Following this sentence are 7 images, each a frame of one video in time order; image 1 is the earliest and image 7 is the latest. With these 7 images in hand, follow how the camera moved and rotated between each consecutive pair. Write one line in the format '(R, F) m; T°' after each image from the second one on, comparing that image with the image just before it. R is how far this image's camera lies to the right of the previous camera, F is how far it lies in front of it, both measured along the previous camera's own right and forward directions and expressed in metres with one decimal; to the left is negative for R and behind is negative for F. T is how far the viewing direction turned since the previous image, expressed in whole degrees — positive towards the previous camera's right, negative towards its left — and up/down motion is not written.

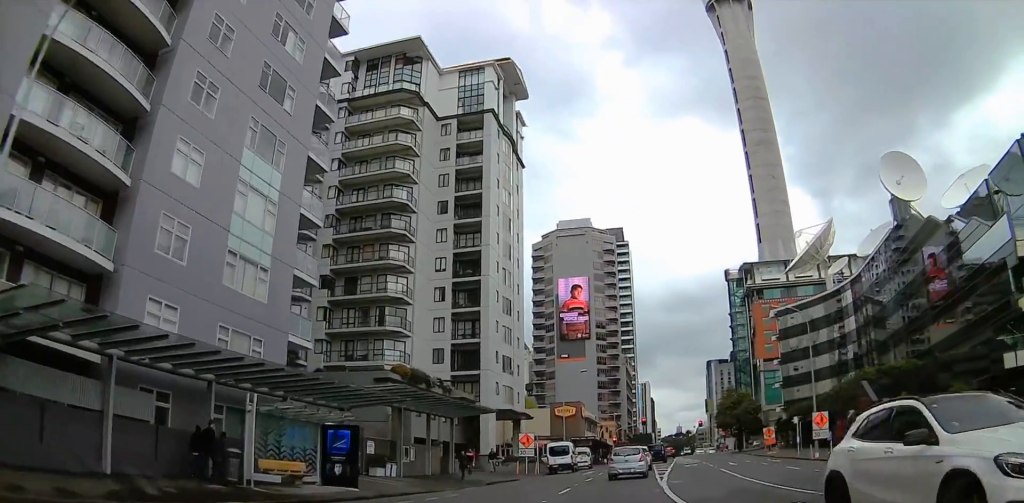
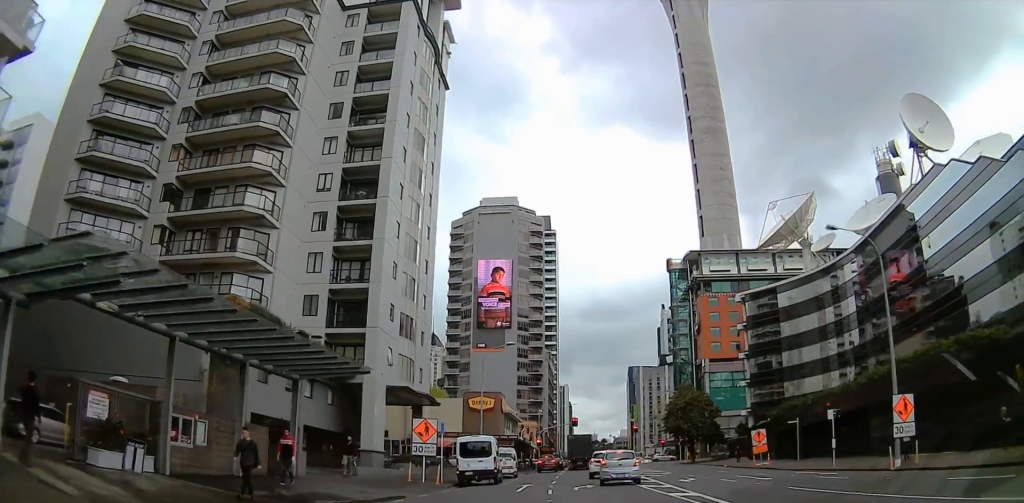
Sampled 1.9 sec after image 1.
(+3.6, +19.0) m; +14°
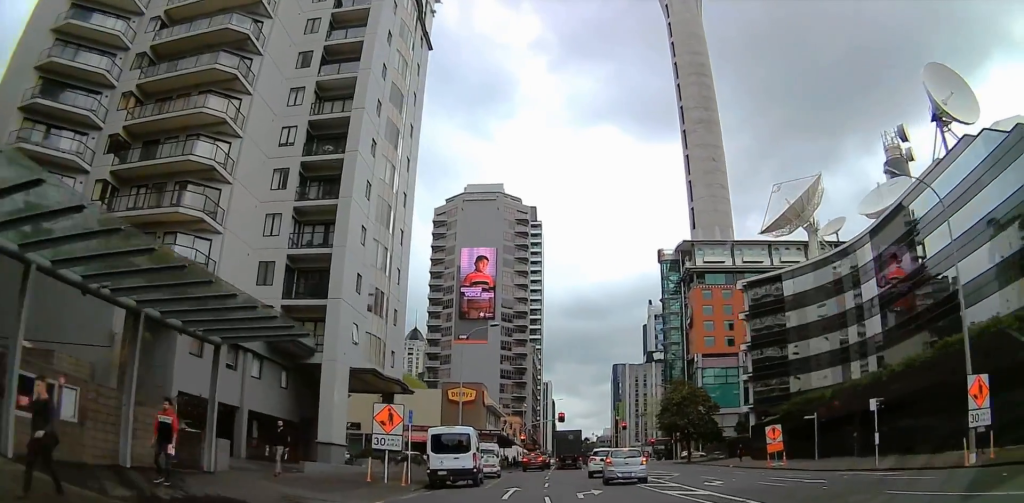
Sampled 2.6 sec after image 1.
(0.0, +7.0) m; 0°
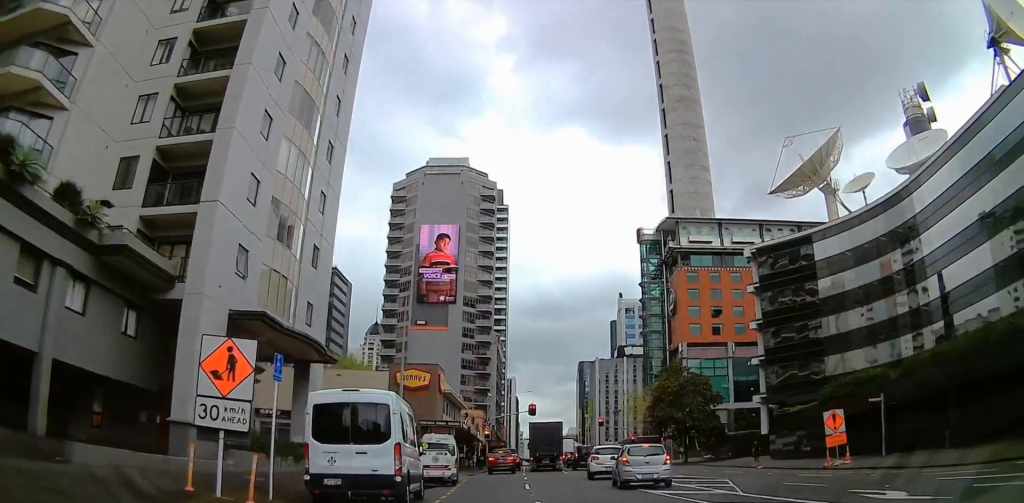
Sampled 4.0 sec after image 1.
(-0.2, +15.2) m; 0°
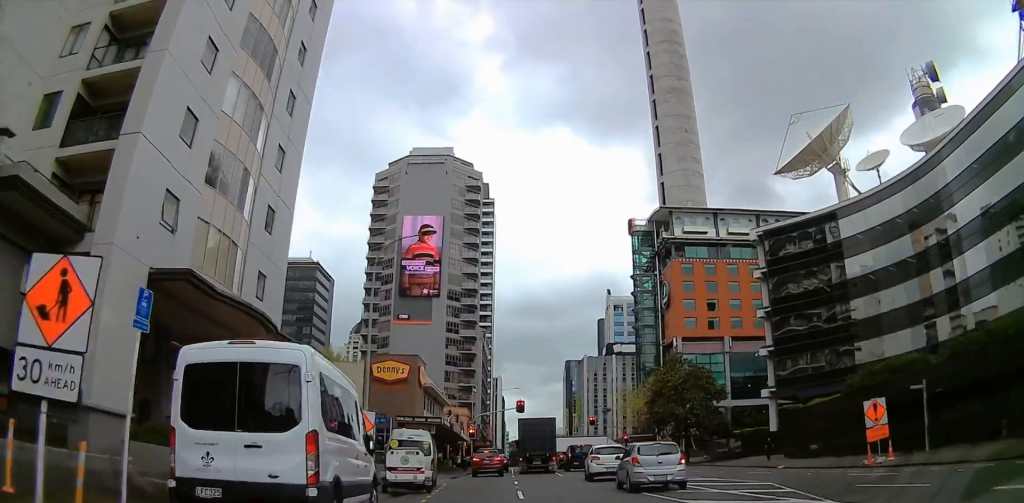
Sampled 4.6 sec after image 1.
(0.0, +5.8) m; +2°
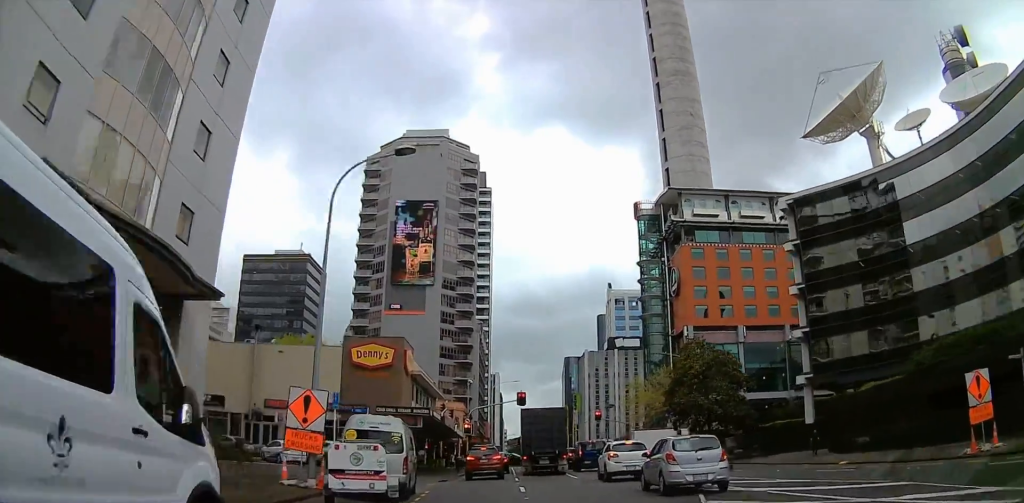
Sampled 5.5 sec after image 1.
(+0.2, +8.2) m; +7°
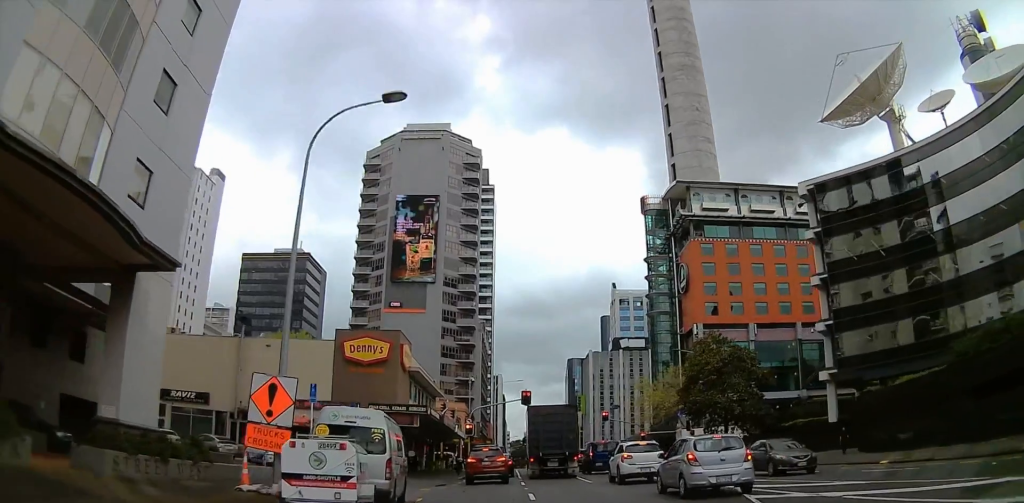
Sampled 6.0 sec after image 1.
(+0.1, +3.3) m; +4°
